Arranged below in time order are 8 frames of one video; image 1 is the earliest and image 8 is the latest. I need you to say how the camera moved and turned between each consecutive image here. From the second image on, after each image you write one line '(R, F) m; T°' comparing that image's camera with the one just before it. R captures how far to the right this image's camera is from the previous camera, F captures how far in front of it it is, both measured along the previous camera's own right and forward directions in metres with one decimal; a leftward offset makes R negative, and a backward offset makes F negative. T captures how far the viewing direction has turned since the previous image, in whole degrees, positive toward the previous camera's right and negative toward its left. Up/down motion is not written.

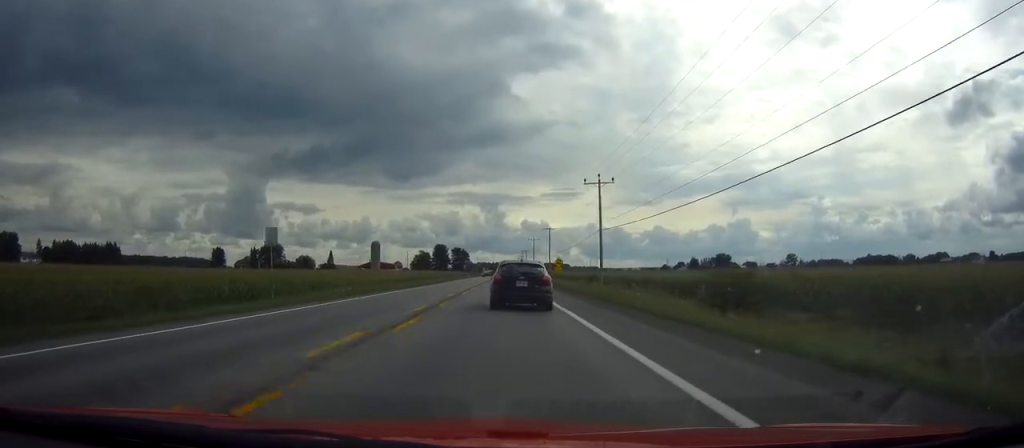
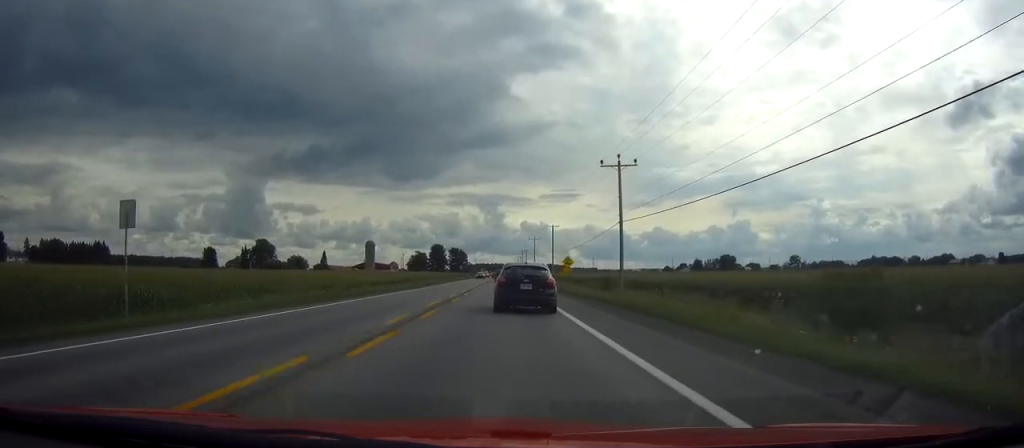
(+0.1, +12.2) m; 0°
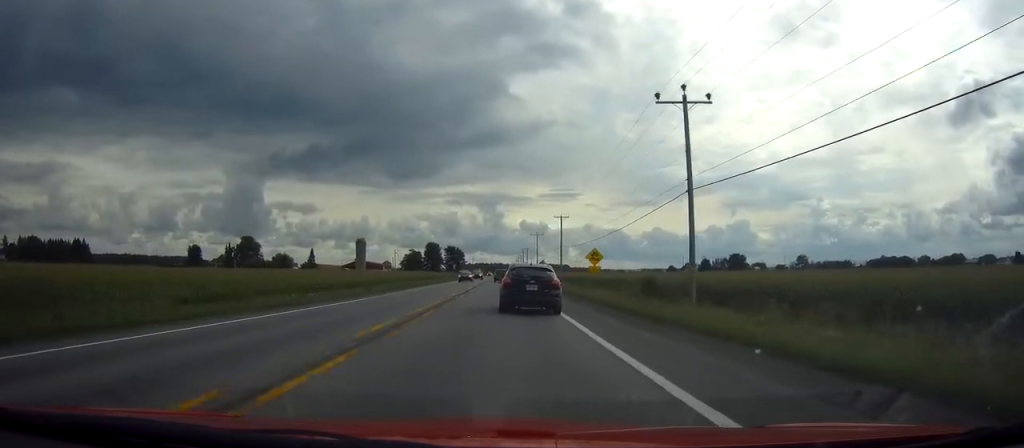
(0.0, +21.3) m; 0°
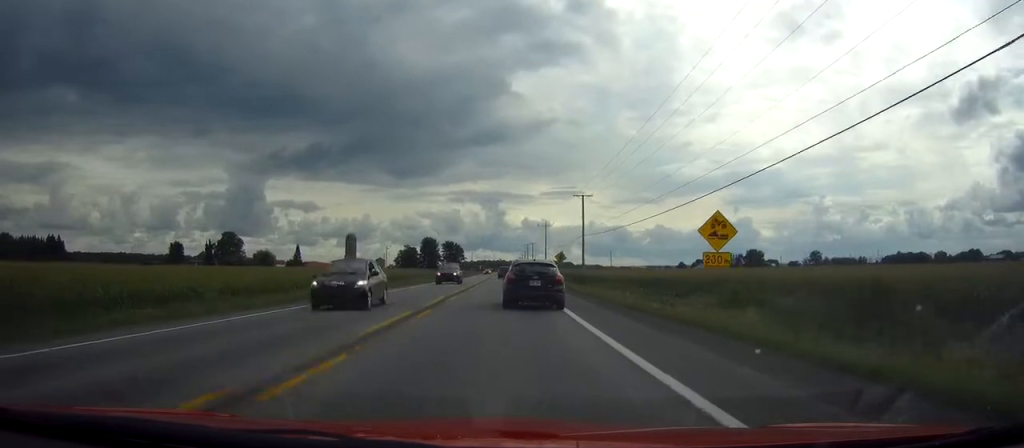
(-0.1, +27.5) m; 0°
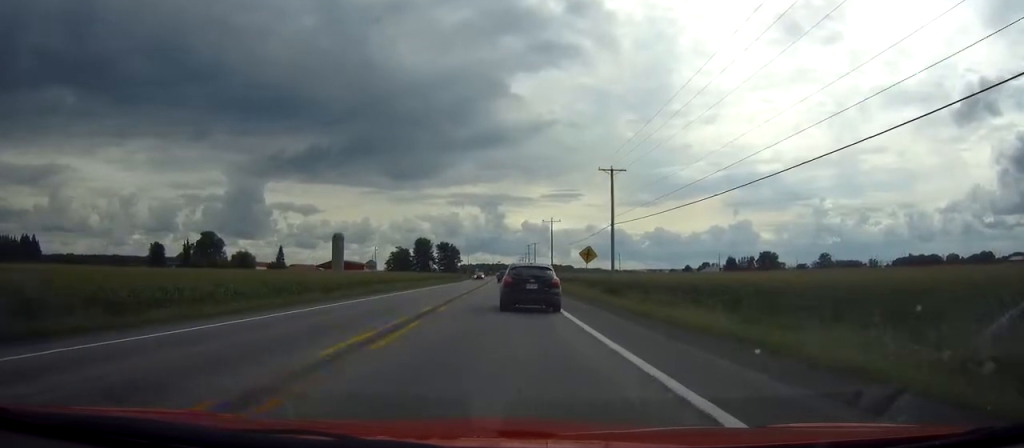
(0.0, +23.1) m; 0°
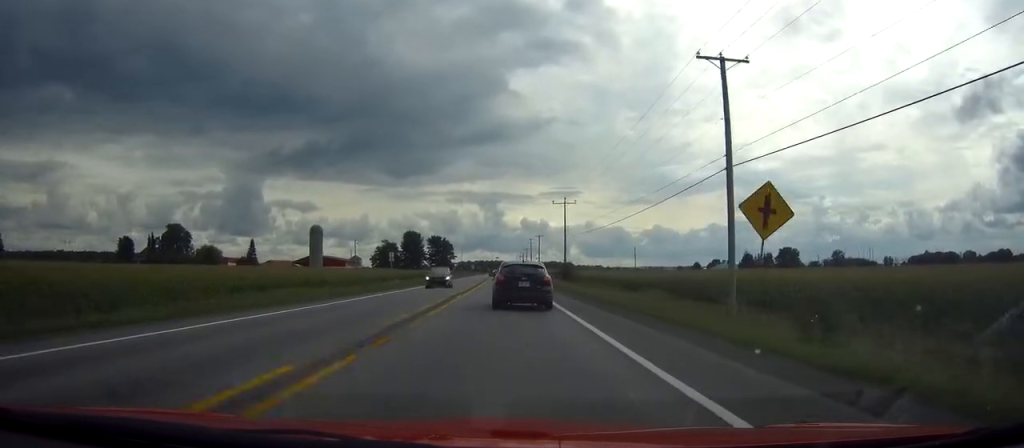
(0.0, +31.8) m; 0°
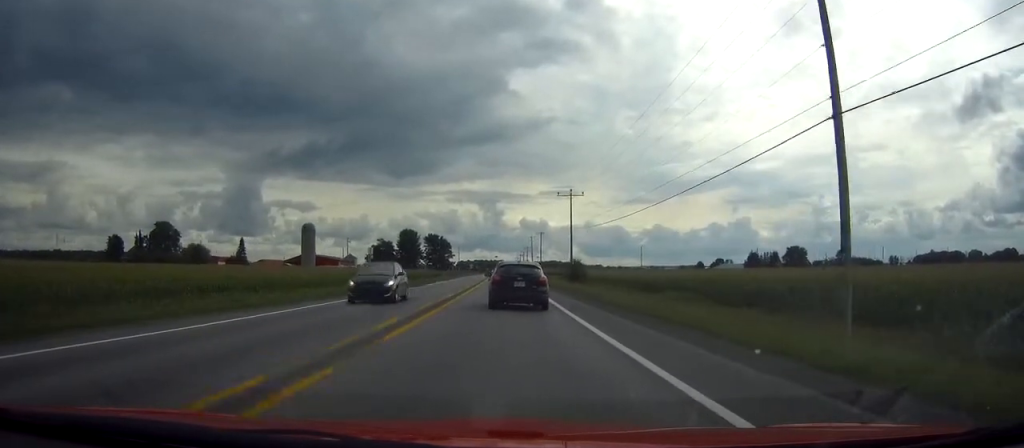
(0.0, +10.1) m; 0°
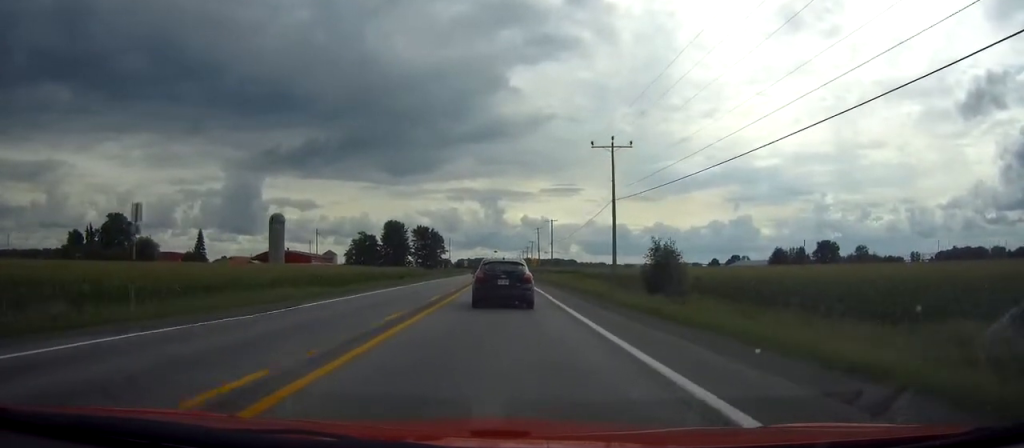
(0.0, +36.0) m; 0°
